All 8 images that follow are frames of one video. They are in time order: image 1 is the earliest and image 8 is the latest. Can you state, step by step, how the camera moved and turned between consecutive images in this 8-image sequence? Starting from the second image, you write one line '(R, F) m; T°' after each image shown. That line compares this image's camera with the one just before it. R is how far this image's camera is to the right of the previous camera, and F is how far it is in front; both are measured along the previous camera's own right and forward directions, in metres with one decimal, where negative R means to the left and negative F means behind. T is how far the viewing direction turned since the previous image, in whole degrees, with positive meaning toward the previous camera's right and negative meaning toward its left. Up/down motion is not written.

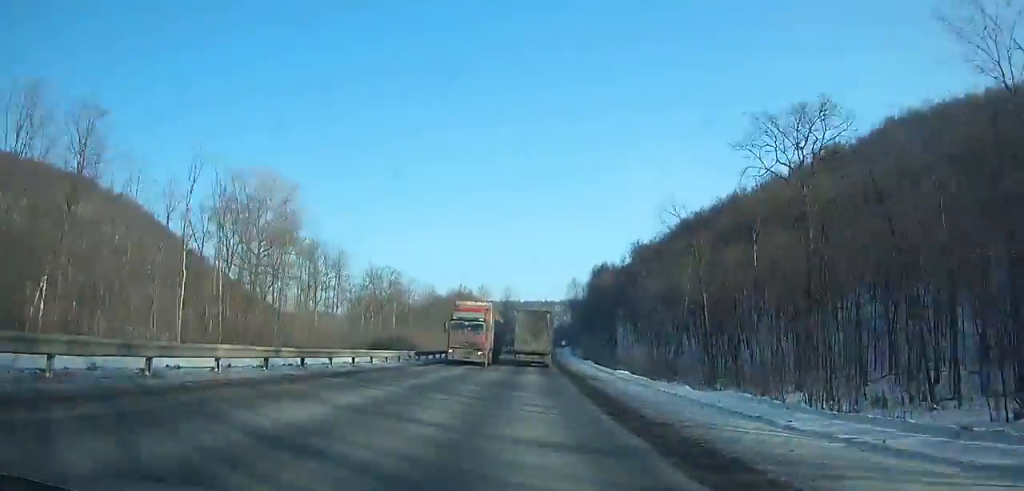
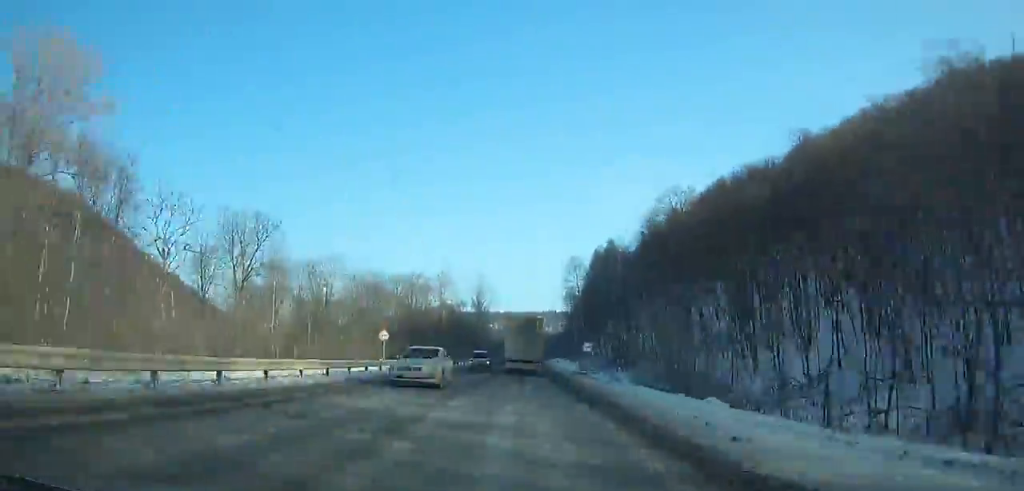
(+0.9, +53.3) m; +1°
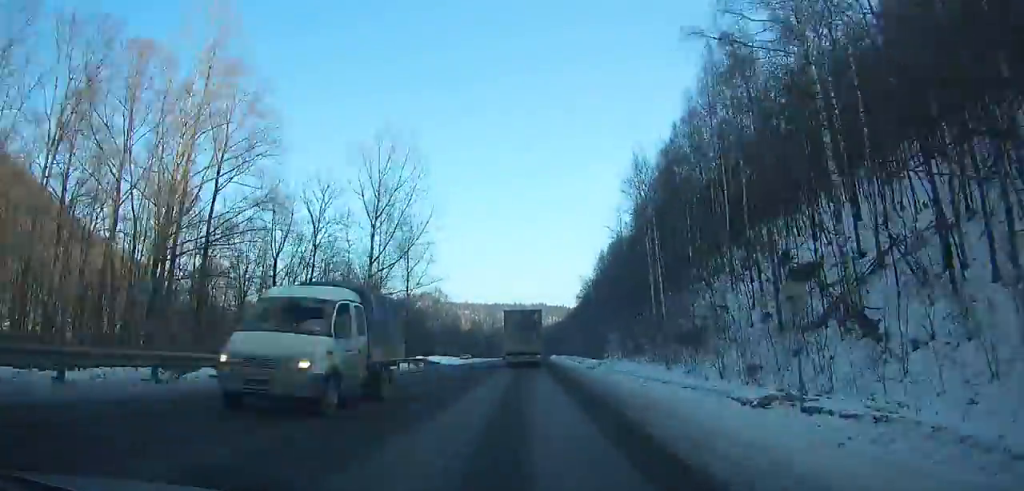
(+1.2, +98.1) m; +2°
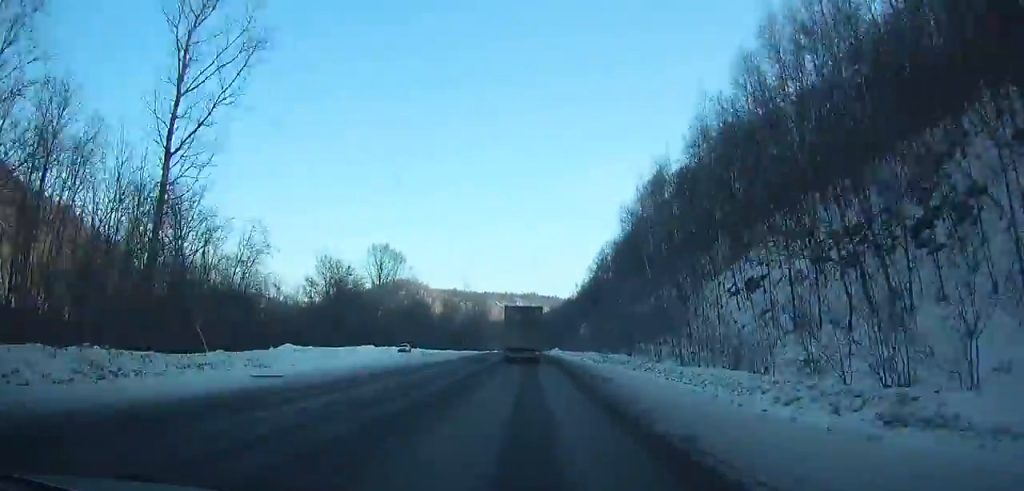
(+1.0, +59.8) m; +1°
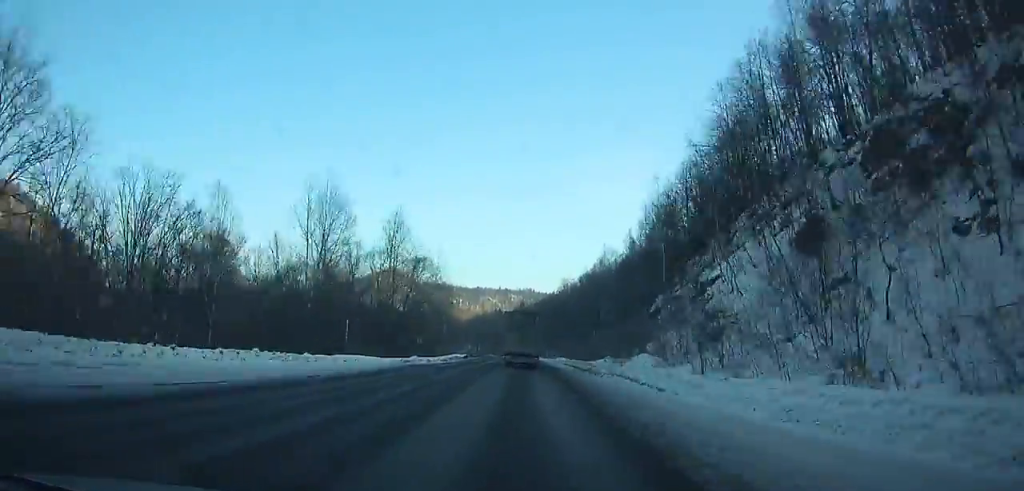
(0.0, +109.3) m; 0°
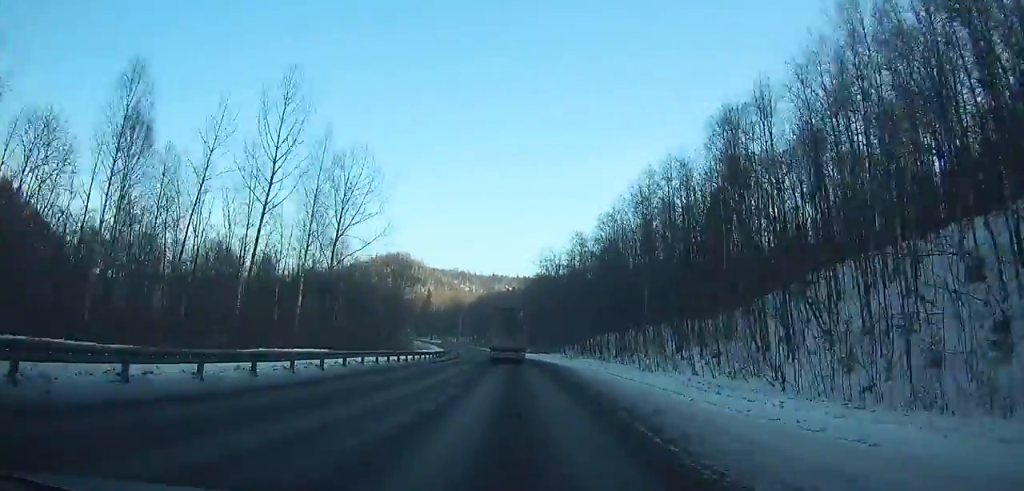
(-1.3, +101.6) m; -3°
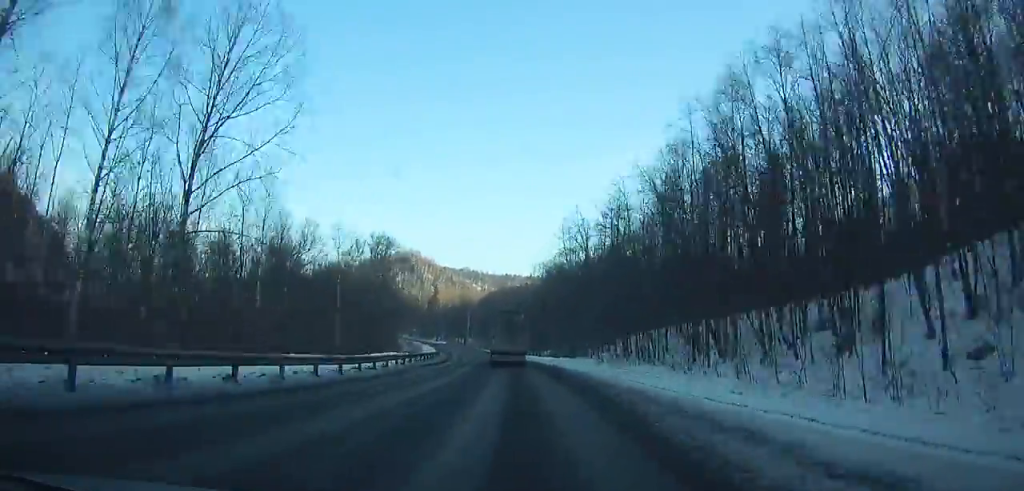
(0.0, +26.1) m; -2°
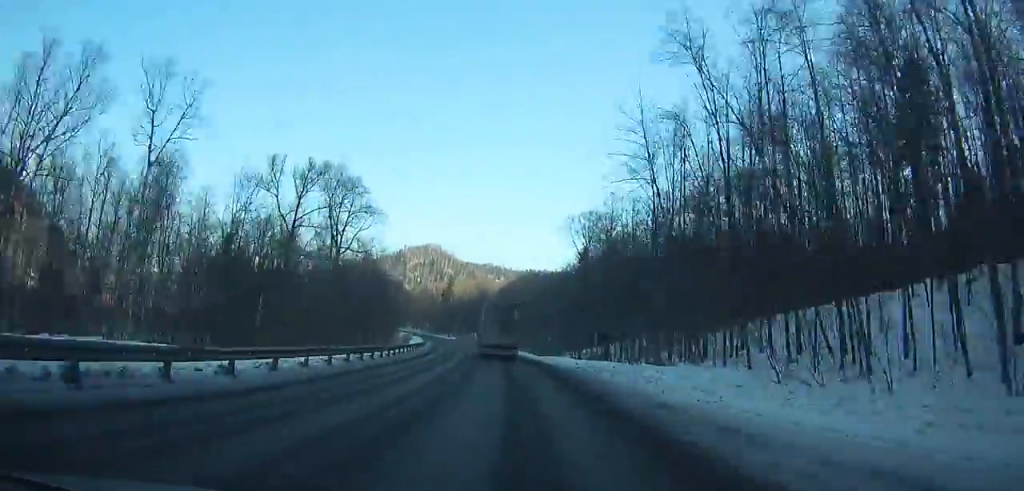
(-0.9, +39.1) m; -3°
